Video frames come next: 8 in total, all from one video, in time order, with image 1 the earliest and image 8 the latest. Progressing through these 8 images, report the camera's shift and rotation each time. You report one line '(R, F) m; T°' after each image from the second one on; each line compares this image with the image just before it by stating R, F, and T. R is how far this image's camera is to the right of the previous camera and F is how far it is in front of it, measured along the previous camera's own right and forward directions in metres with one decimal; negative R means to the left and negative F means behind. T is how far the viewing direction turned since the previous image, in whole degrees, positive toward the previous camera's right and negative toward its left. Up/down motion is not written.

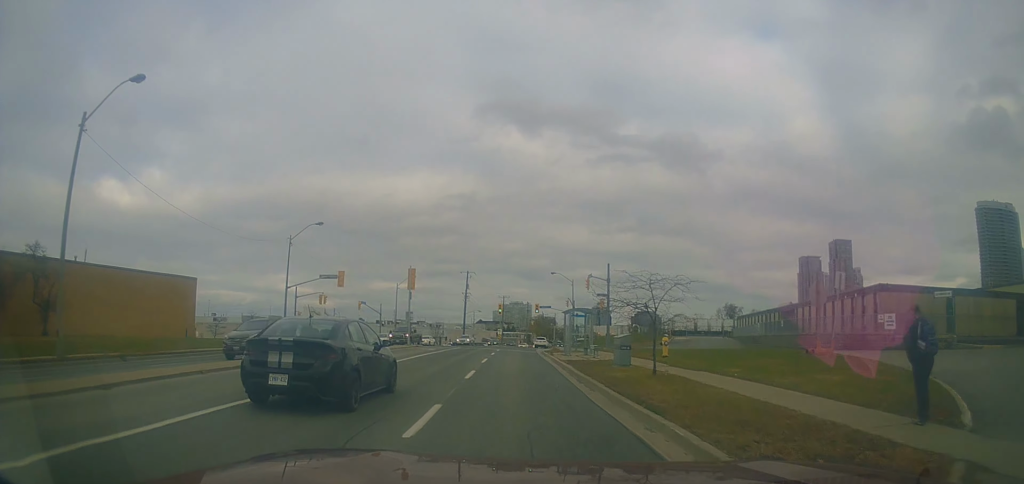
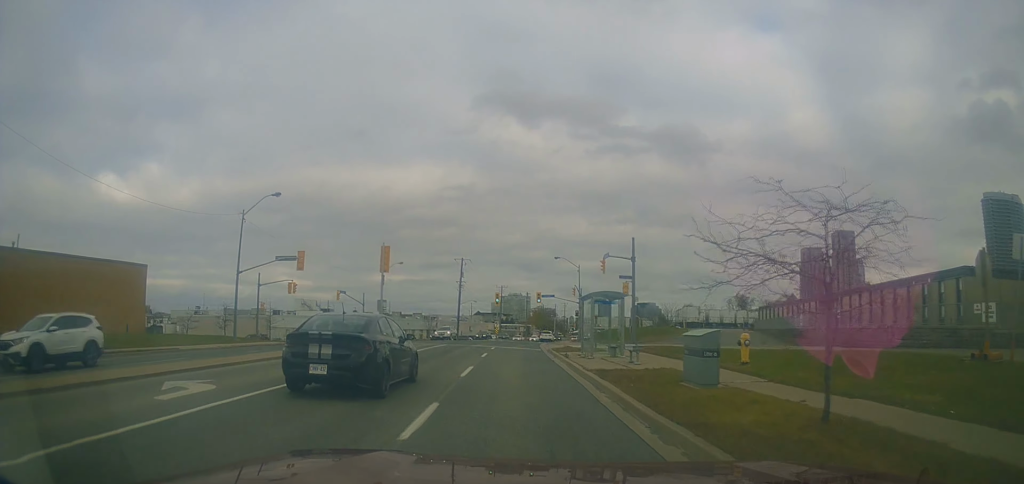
(-0.1, +9.1) m; -2°
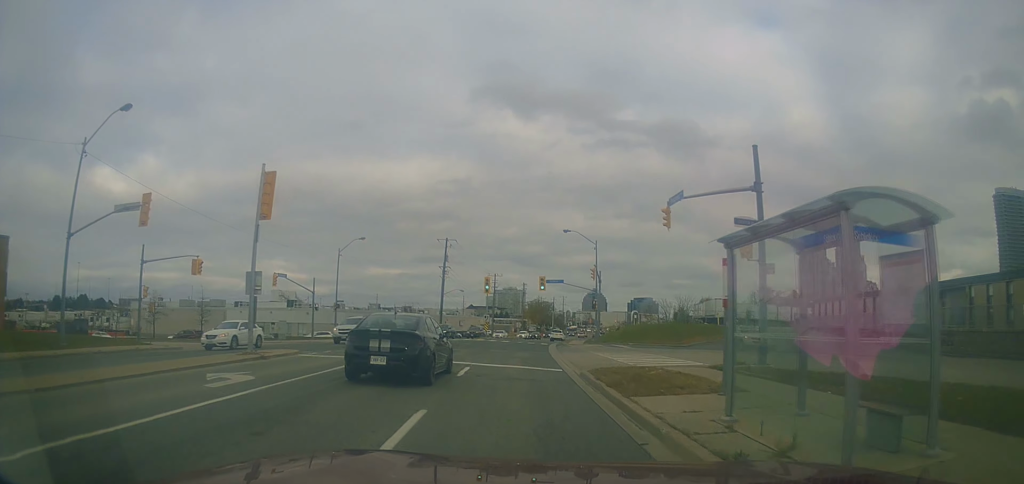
(-0.7, +18.0) m; 0°
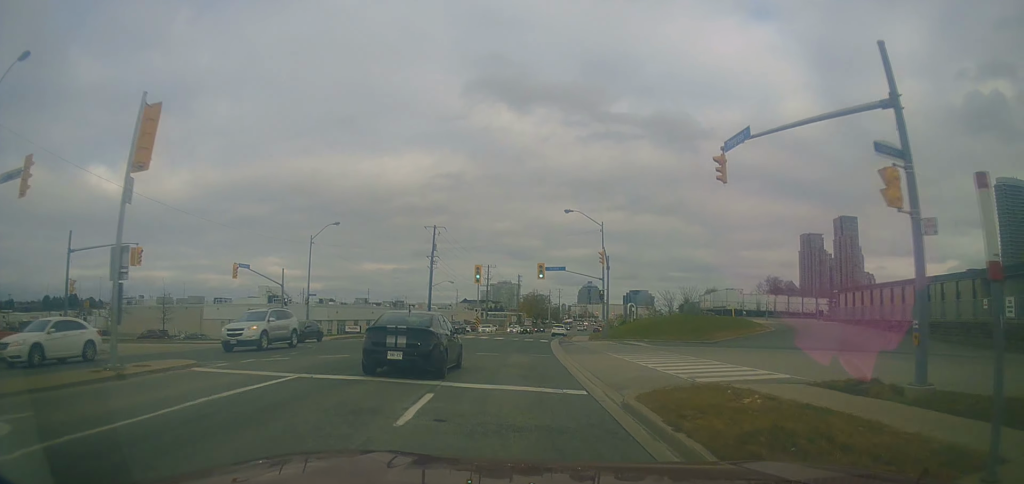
(0.0, +7.0) m; +1°
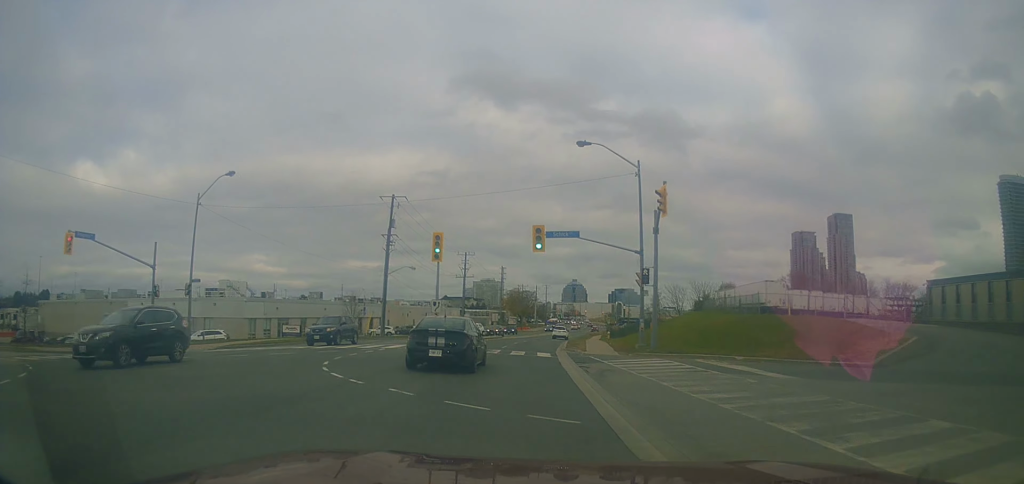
(+0.6, +18.7) m; +4°
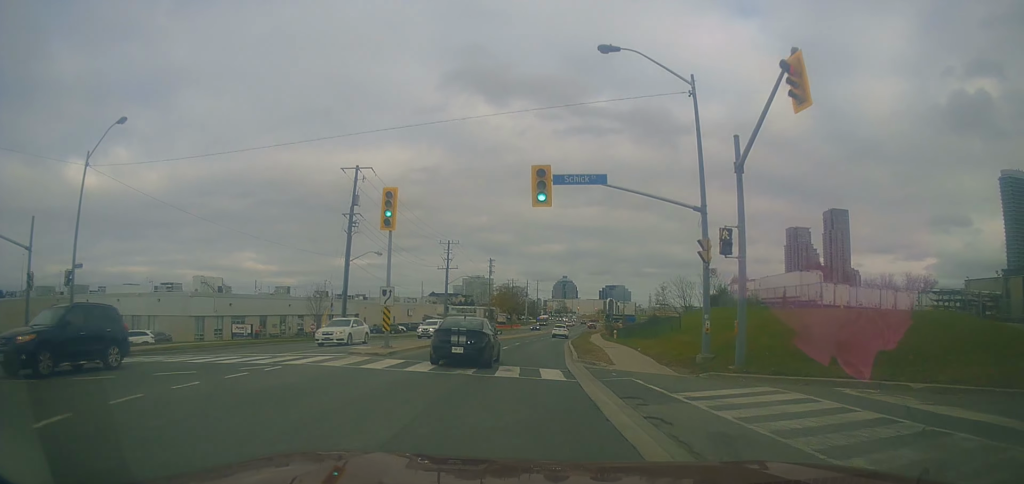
(+0.2, +10.7) m; +1°
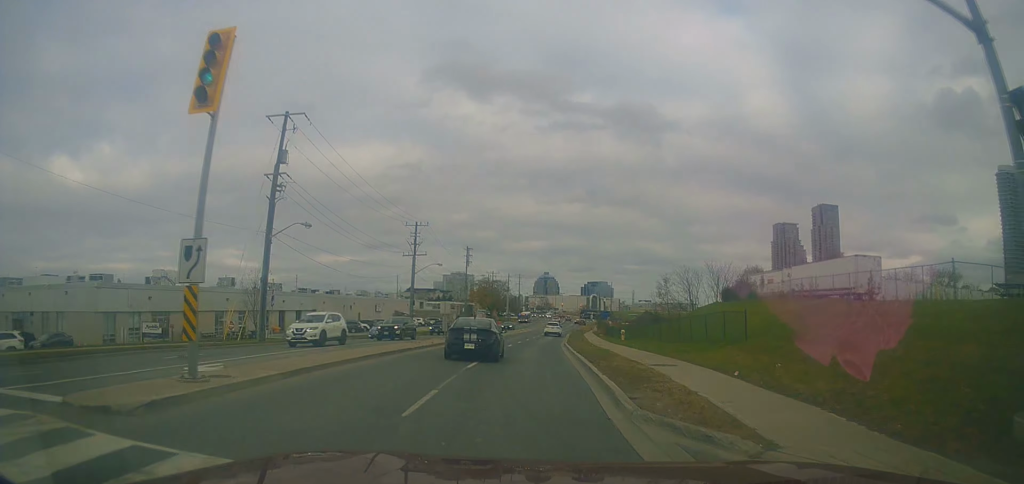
(0.0, +13.1) m; -2°
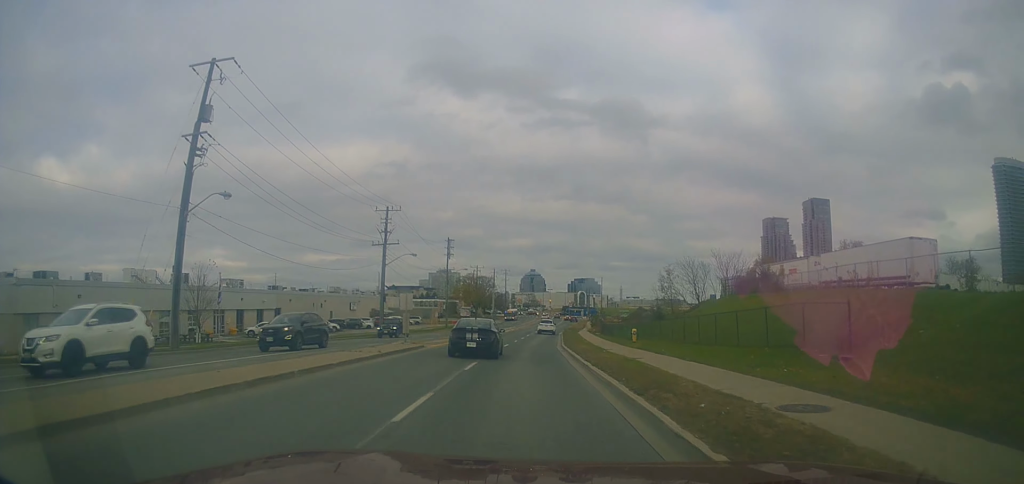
(-0.4, +8.8) m; -1°
